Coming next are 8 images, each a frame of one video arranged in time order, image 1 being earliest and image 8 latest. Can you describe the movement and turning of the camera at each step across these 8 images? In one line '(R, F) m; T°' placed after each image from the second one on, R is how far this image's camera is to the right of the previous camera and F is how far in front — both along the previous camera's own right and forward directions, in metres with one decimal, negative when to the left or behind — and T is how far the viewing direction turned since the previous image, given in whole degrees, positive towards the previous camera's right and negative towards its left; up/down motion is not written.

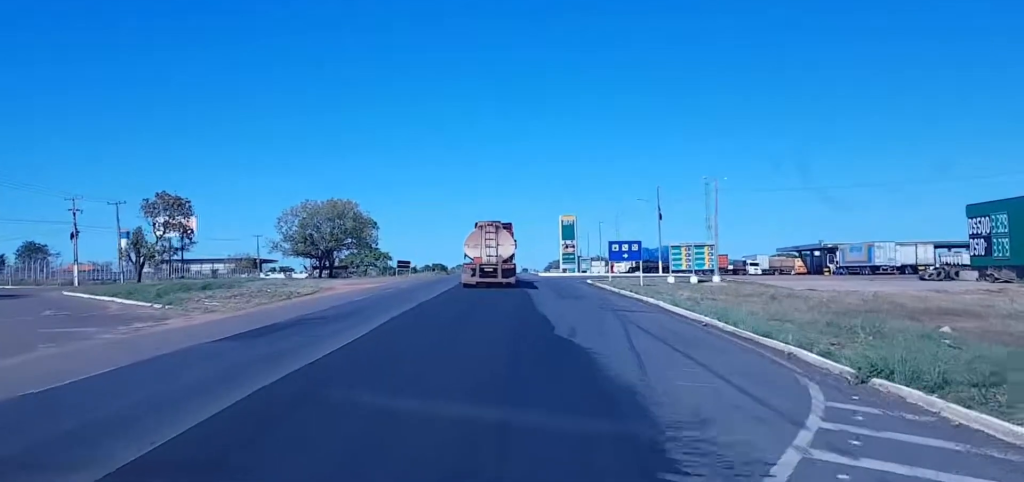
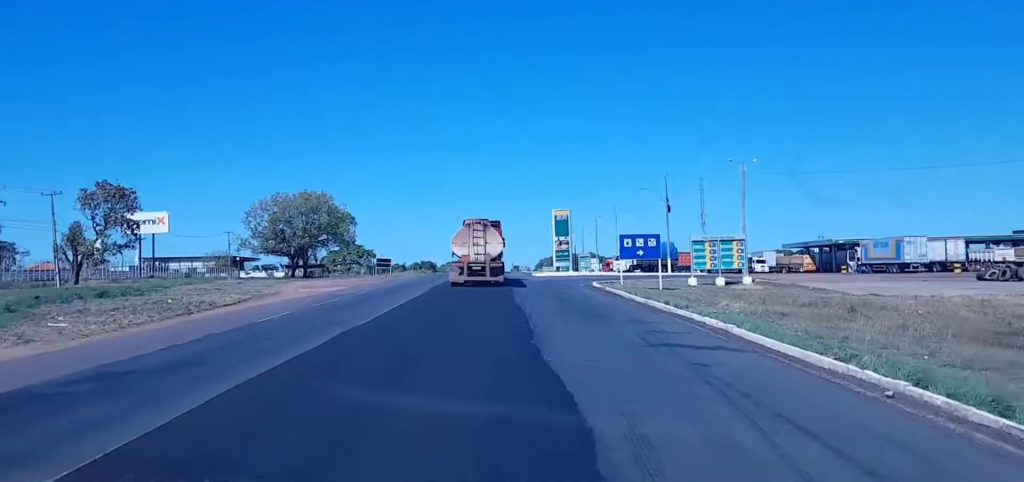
(-0.2, +13.3) m; -2°
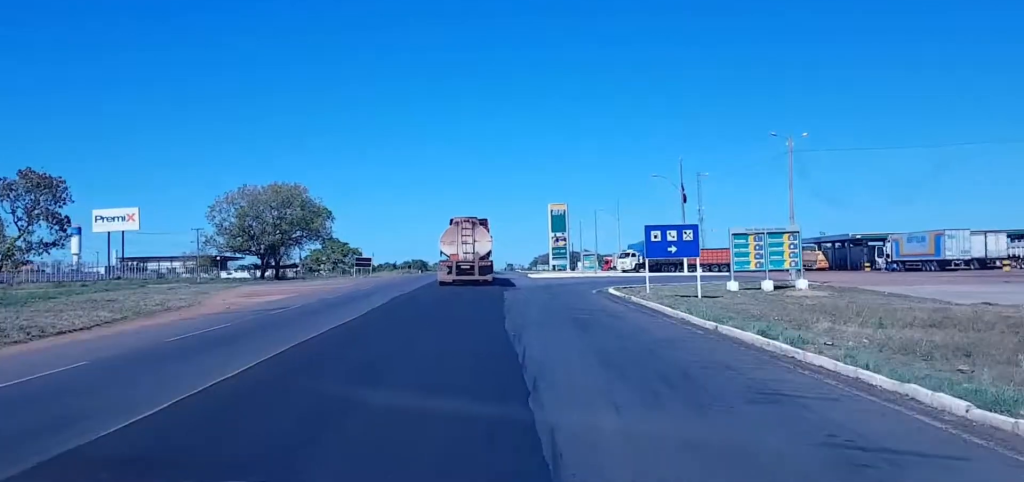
(-0.3, +13.7) m; 0°
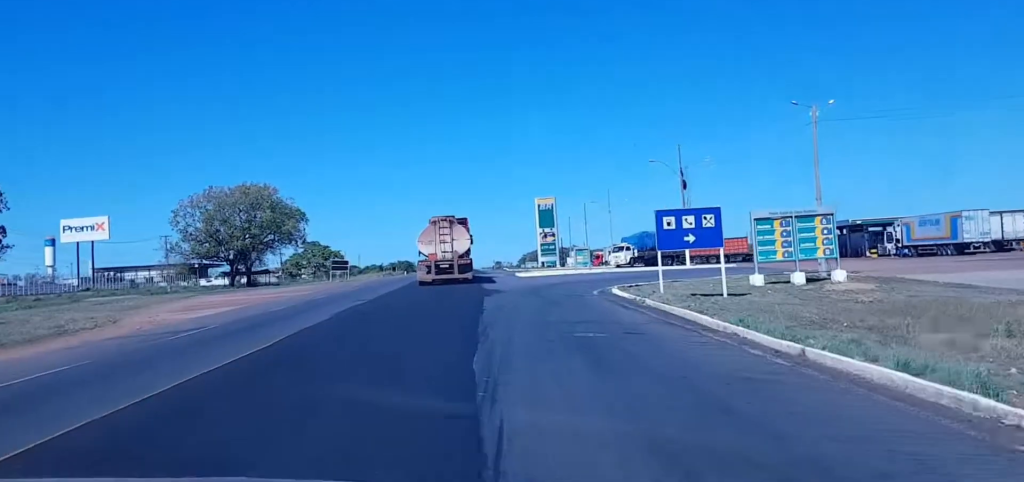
(-0.1, +8.0) m; +1°
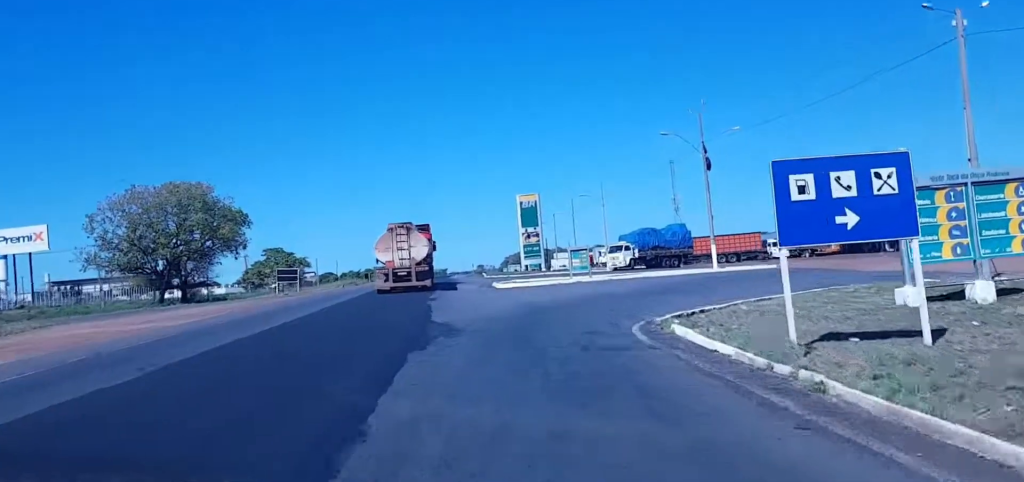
(+0.7, +18.3) m; +4°
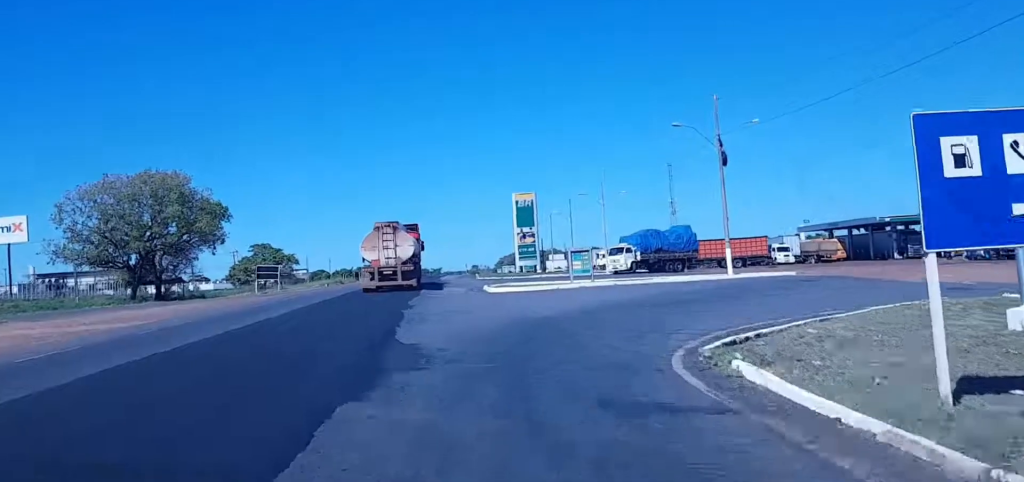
(-0.2, +6.0) m; +2°
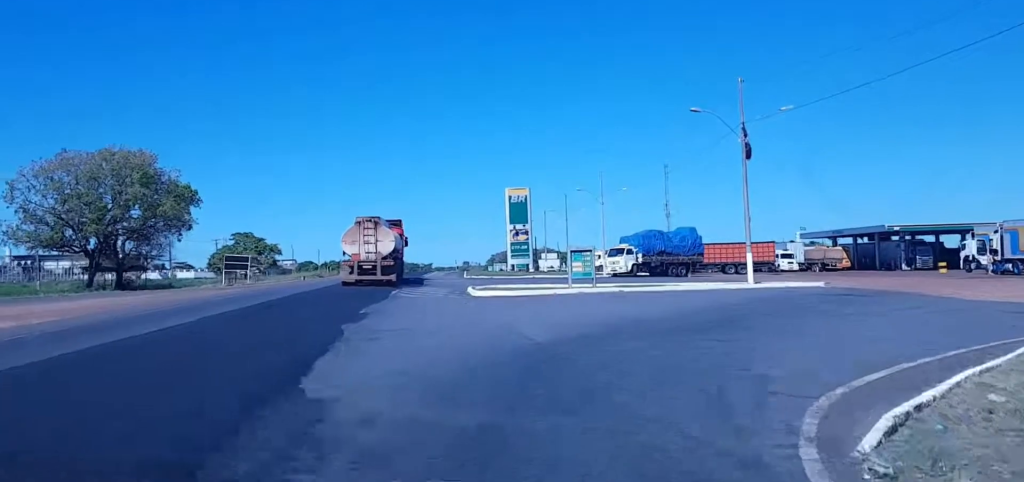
(+0.4, +7.3) m; +2°
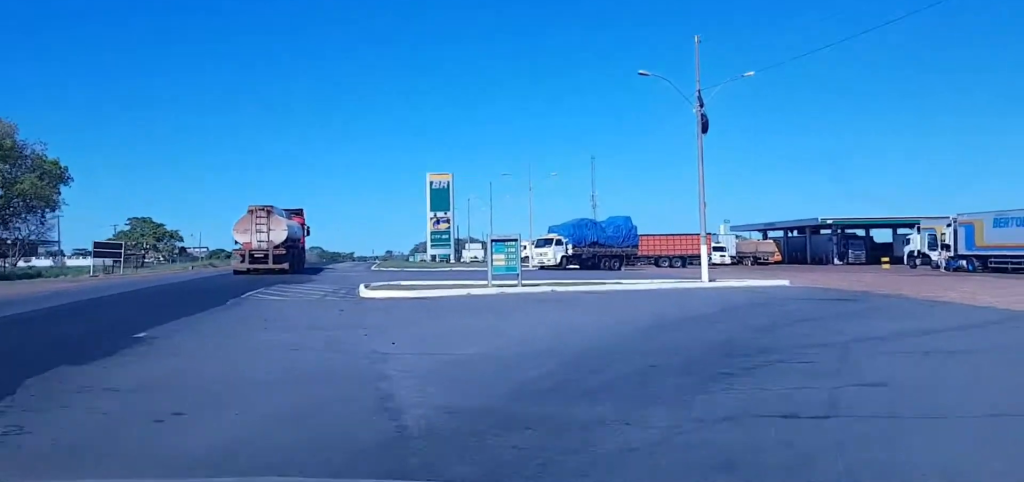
(+0.4, +9.3) m; +3°
